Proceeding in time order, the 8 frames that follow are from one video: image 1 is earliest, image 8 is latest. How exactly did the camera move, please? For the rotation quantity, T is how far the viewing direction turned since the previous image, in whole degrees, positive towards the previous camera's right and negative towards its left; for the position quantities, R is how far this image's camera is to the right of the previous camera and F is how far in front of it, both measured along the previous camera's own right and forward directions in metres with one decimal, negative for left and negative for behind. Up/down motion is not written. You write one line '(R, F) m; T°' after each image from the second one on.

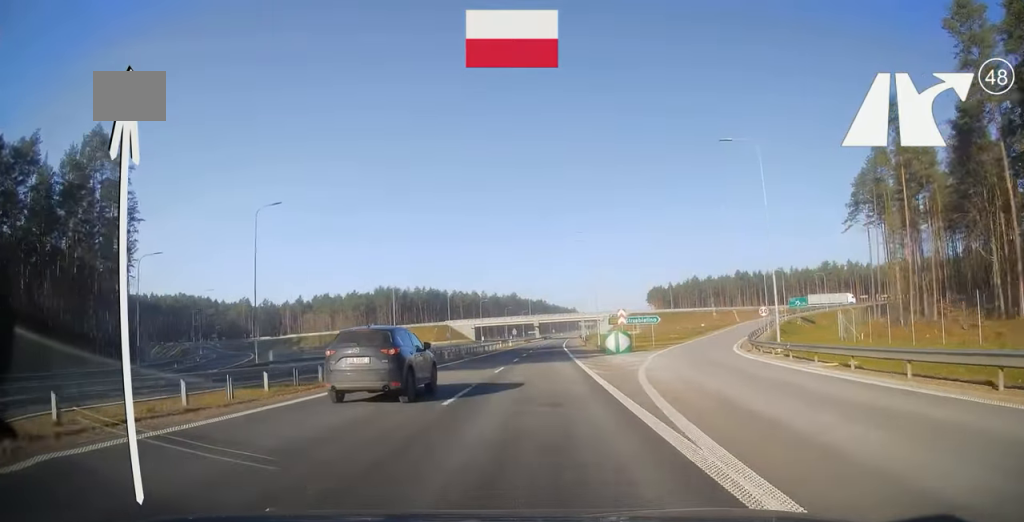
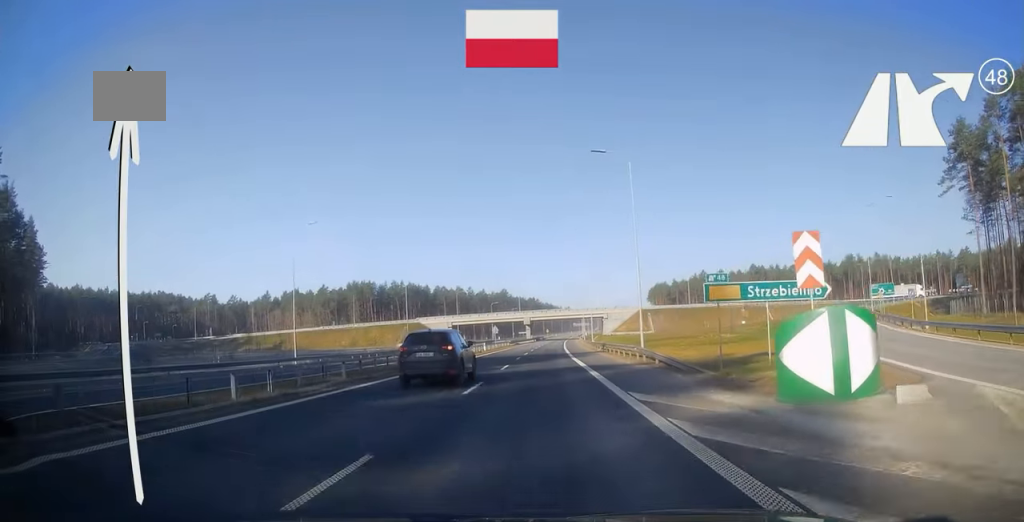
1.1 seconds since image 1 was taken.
(+0.3, +34.6) m; +1°
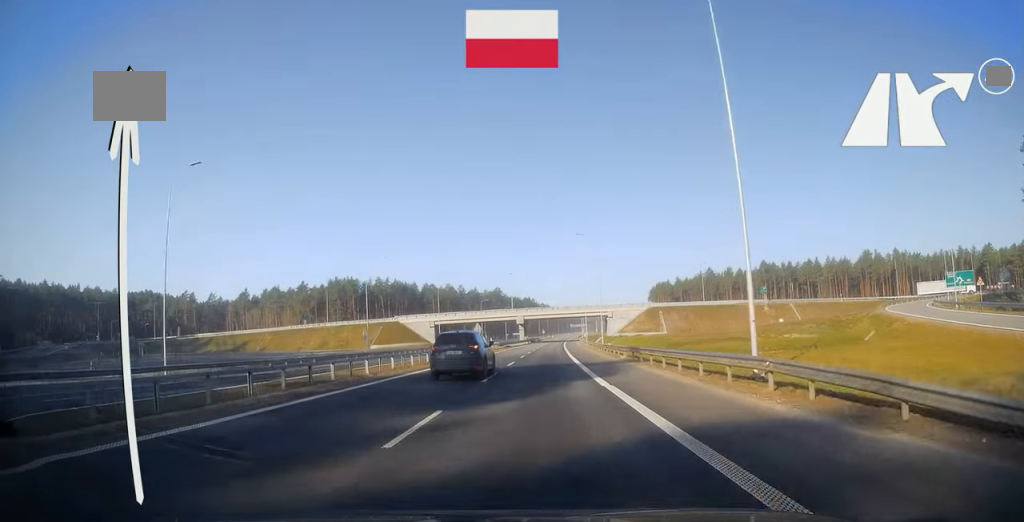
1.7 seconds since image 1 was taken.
(+0.1, +17.2) m; +1°
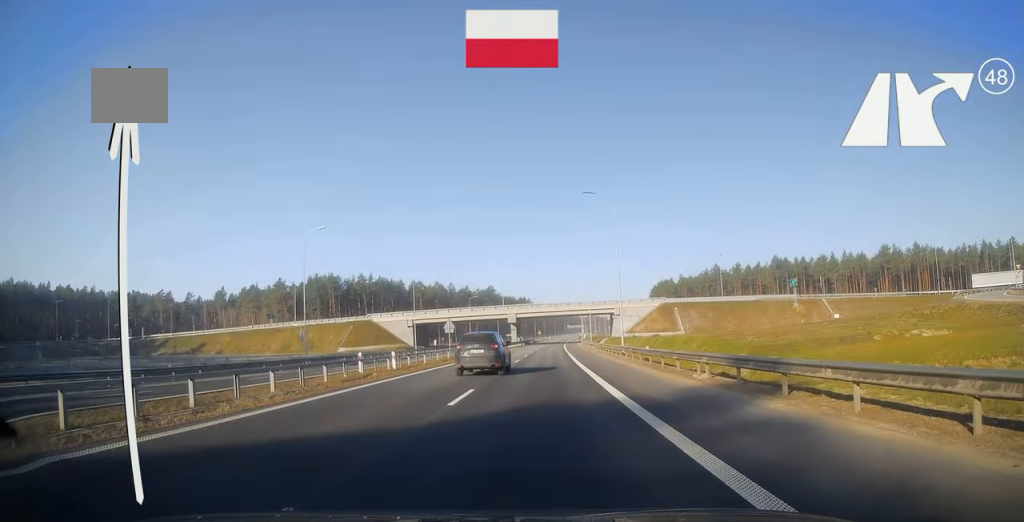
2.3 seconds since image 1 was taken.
(+0.1, +16.8) m; 0°
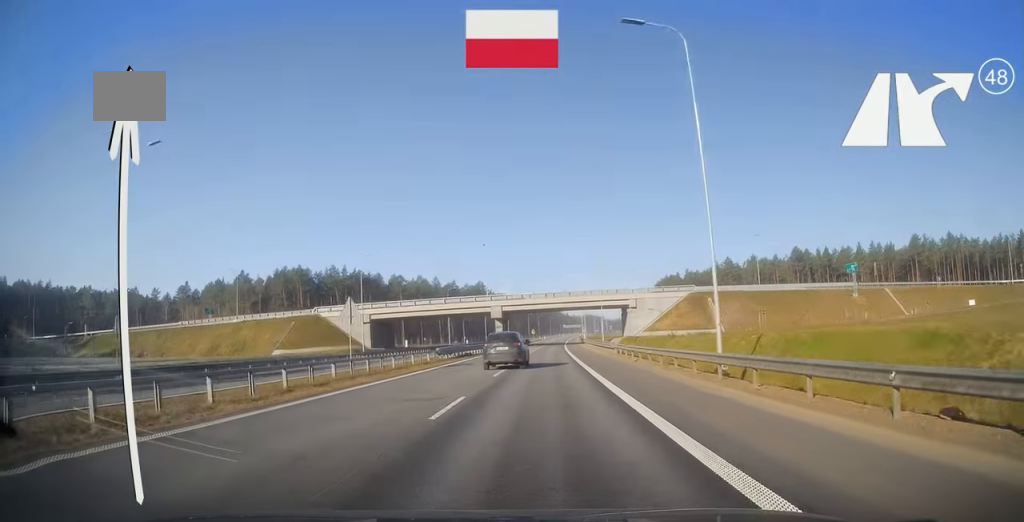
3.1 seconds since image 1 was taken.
(+0.2, +23.4) m; 0°
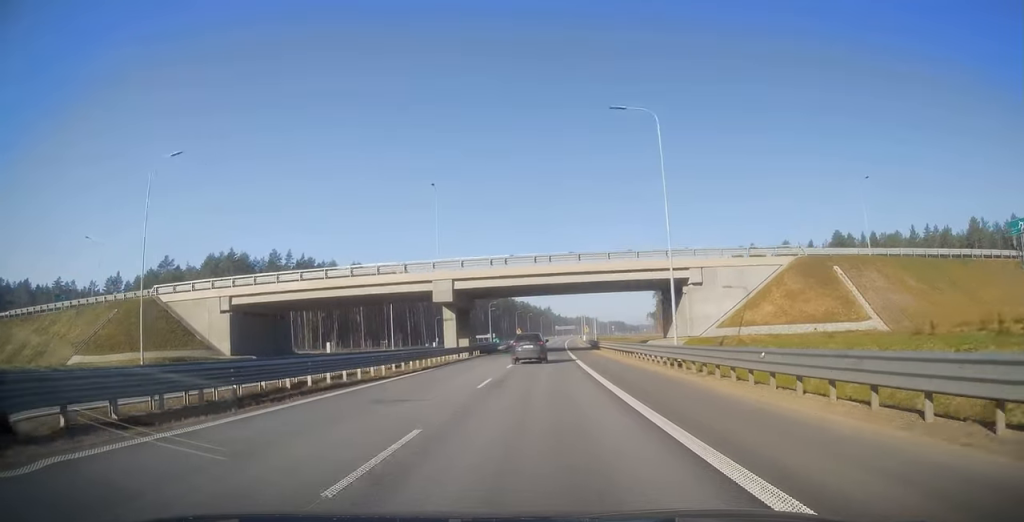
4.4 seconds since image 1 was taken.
(0.0, +38.5) m; 0°
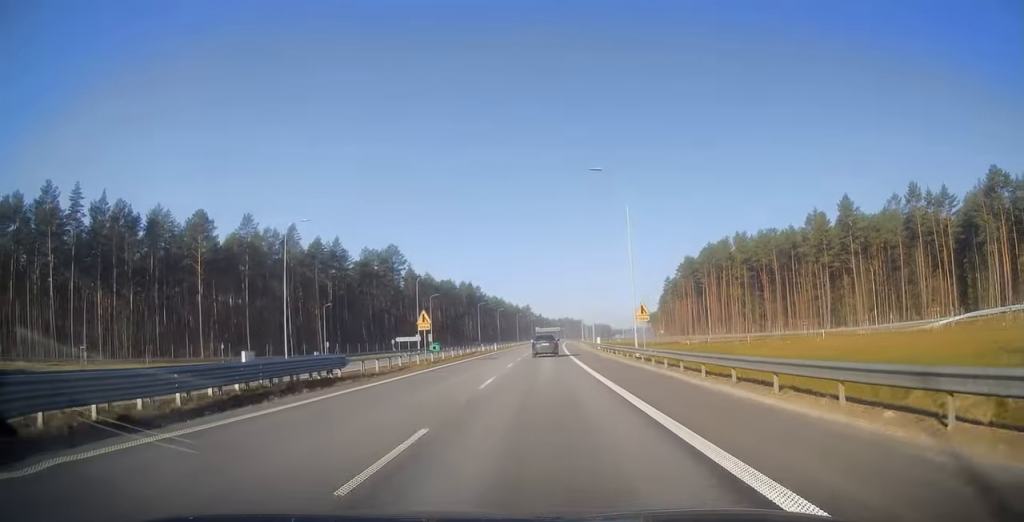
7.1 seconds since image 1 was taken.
(+1.2, +81.0) m; +1°
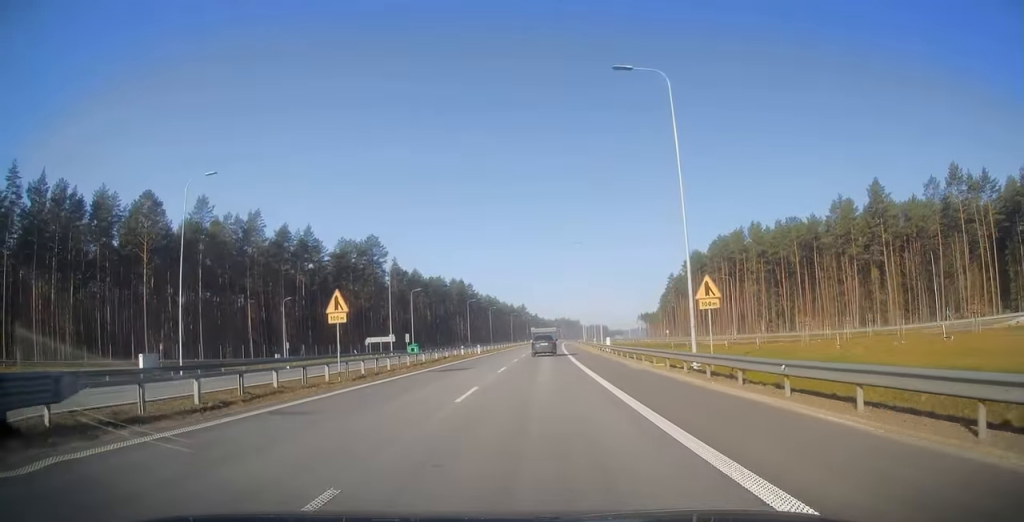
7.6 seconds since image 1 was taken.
(0.0, +15.5) m; +1°
